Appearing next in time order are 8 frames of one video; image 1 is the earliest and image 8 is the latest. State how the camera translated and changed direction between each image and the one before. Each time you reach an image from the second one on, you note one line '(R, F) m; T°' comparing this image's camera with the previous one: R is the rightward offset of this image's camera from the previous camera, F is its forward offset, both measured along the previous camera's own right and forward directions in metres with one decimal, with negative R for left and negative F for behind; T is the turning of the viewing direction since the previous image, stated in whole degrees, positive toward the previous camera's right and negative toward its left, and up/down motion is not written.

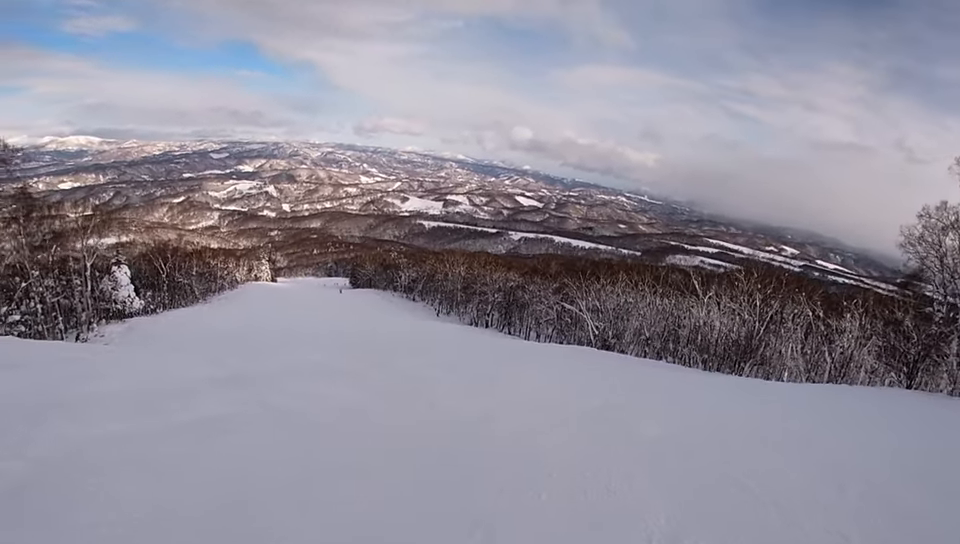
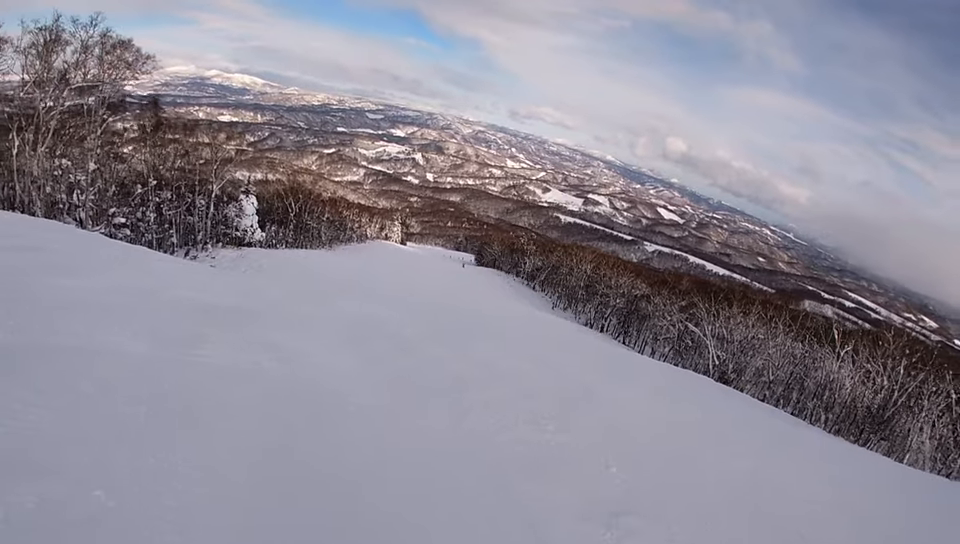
(-0.5, +3.3) m; -16°
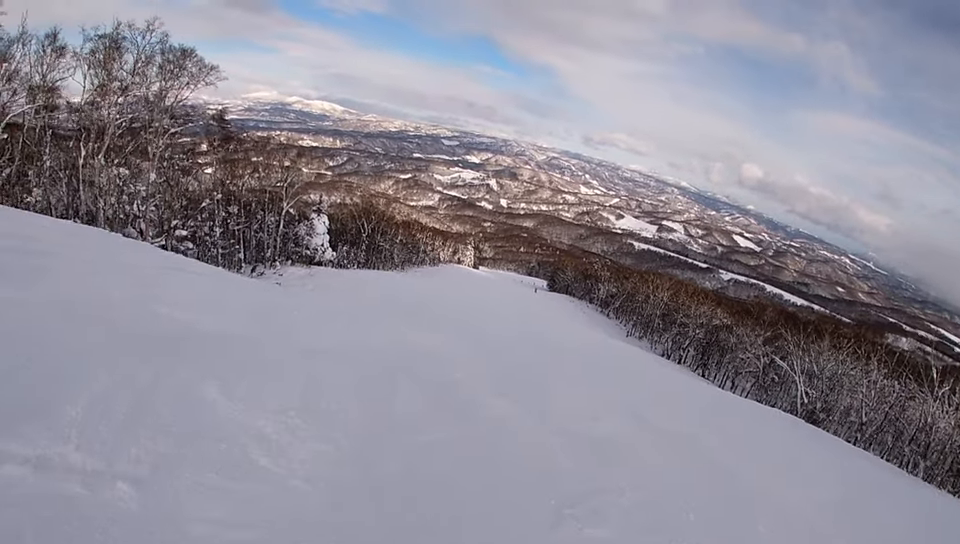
(-0.3, +2.9) m; -11°
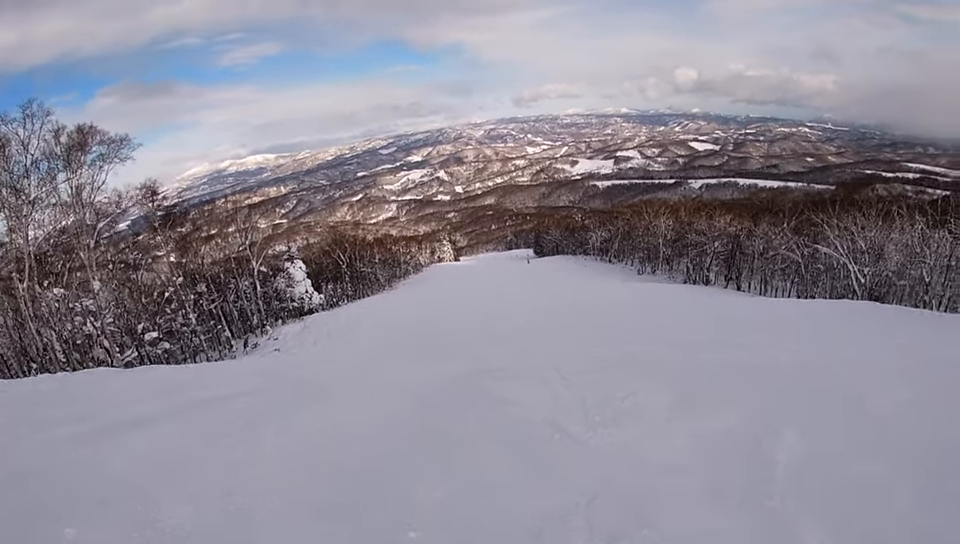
(-1.0, +6.8) m; +8°
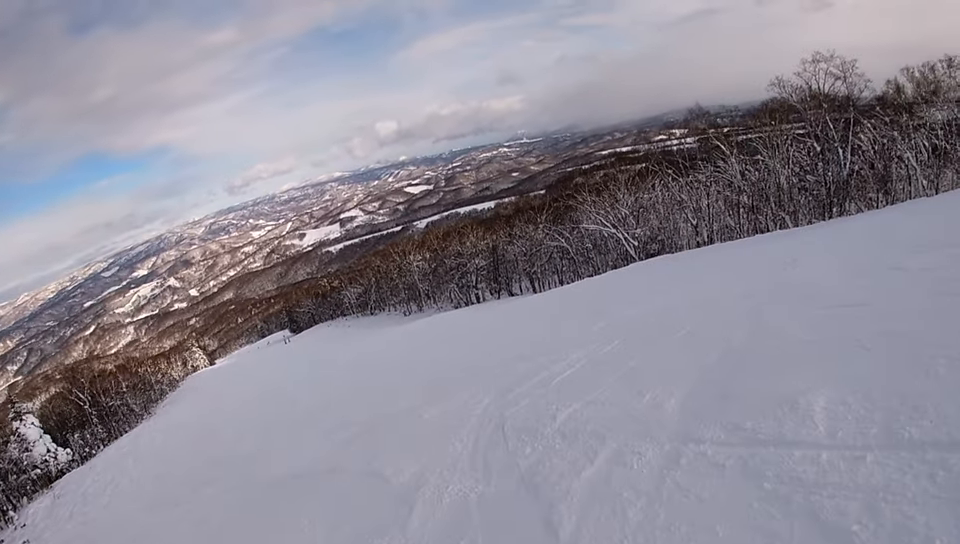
(+3.2, +6.7) m; +38°
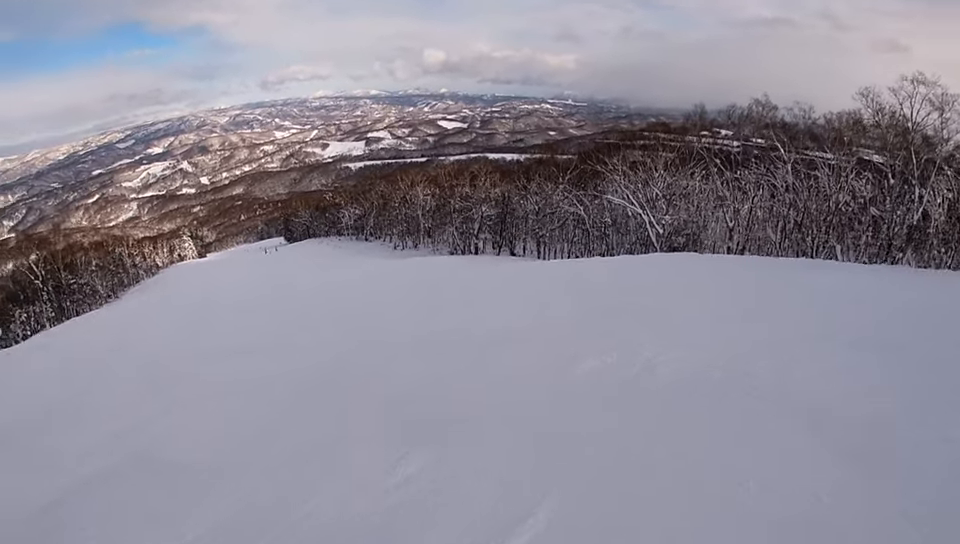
(+1.0, +7.8) m; -11°
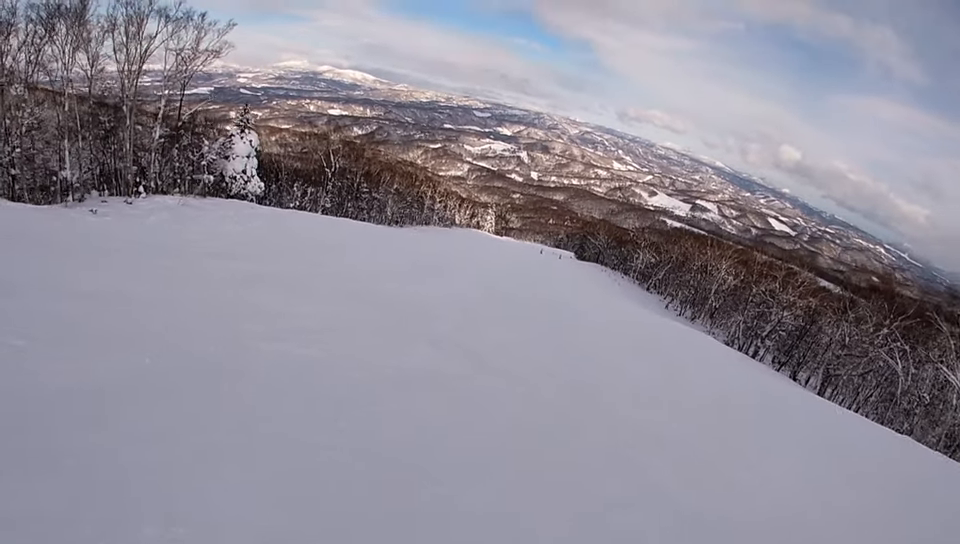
(-2.9, +7.8) m; -30°
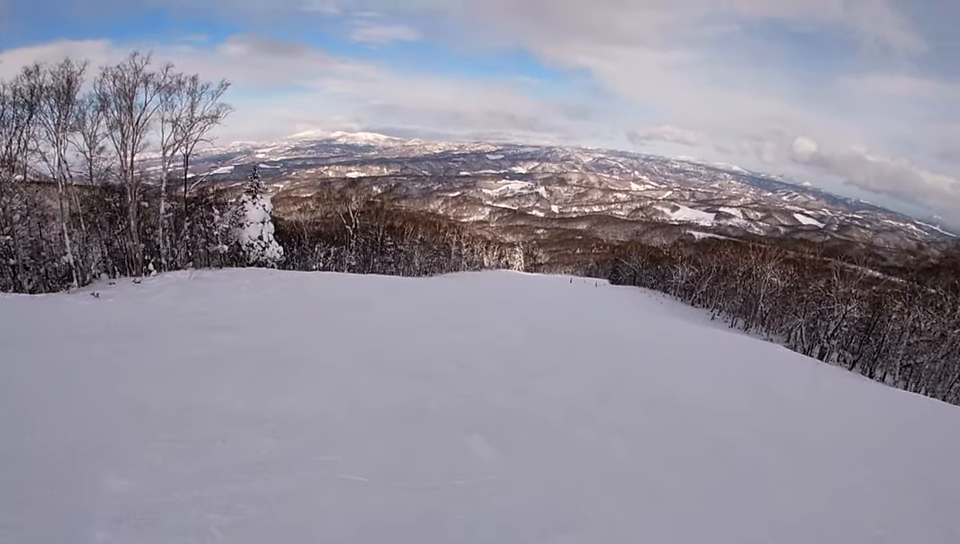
(0.0, +4.4) m; 0°
